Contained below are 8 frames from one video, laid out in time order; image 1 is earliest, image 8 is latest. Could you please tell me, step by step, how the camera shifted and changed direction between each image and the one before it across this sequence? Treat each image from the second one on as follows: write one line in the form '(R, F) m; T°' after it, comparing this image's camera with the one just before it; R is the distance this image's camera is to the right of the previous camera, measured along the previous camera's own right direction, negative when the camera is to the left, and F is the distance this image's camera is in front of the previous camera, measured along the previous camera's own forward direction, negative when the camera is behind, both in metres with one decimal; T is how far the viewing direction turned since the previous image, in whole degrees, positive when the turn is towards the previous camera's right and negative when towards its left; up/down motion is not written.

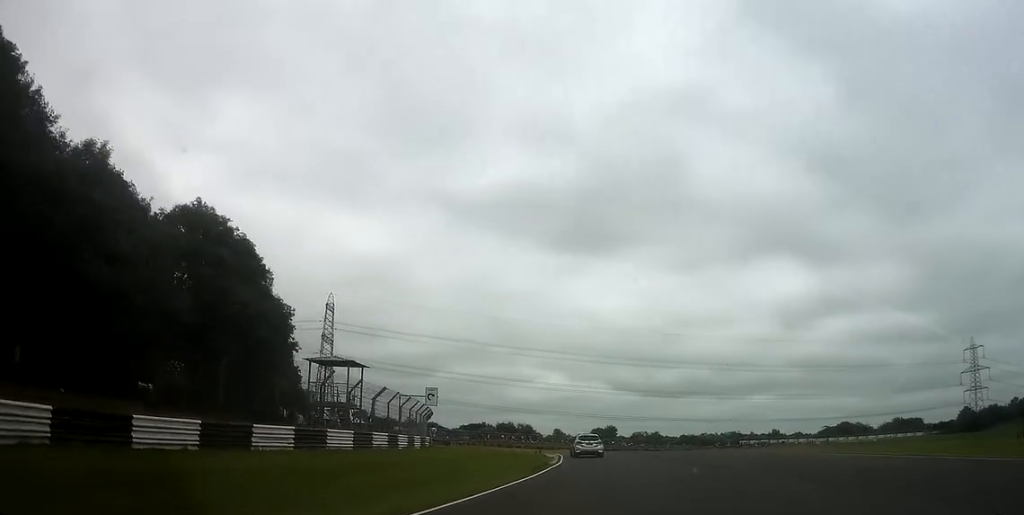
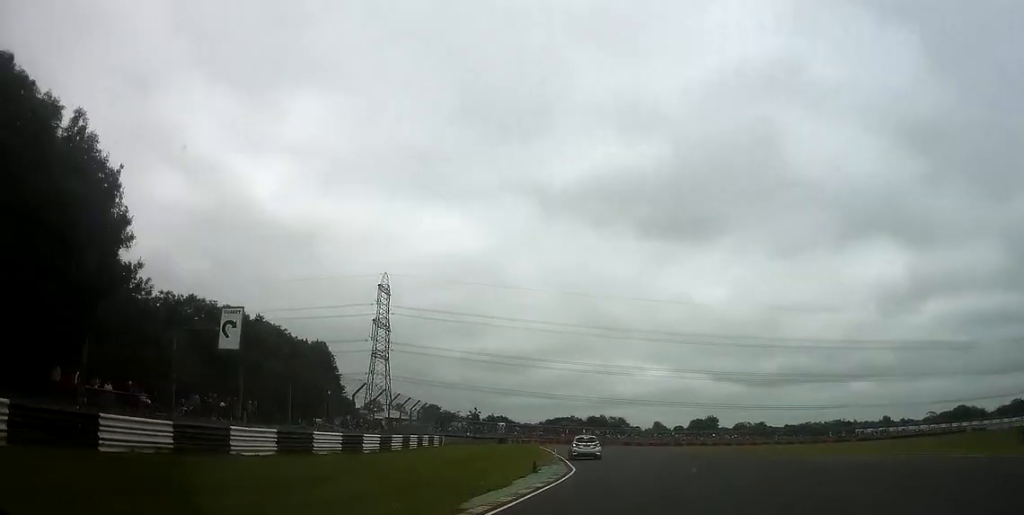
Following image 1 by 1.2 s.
(-1.1, +28.2) m; -7°
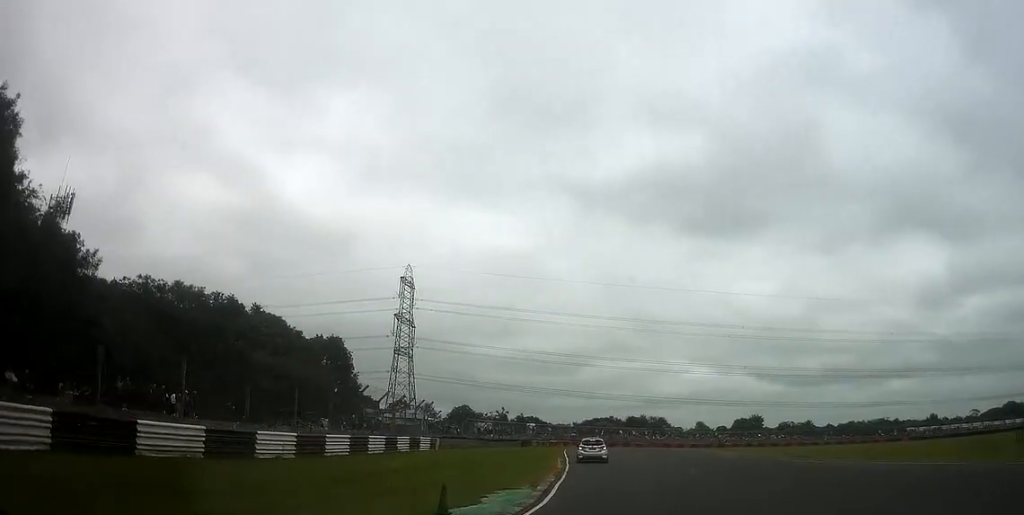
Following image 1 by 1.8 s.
(+0.4, +12.5) m; -5°
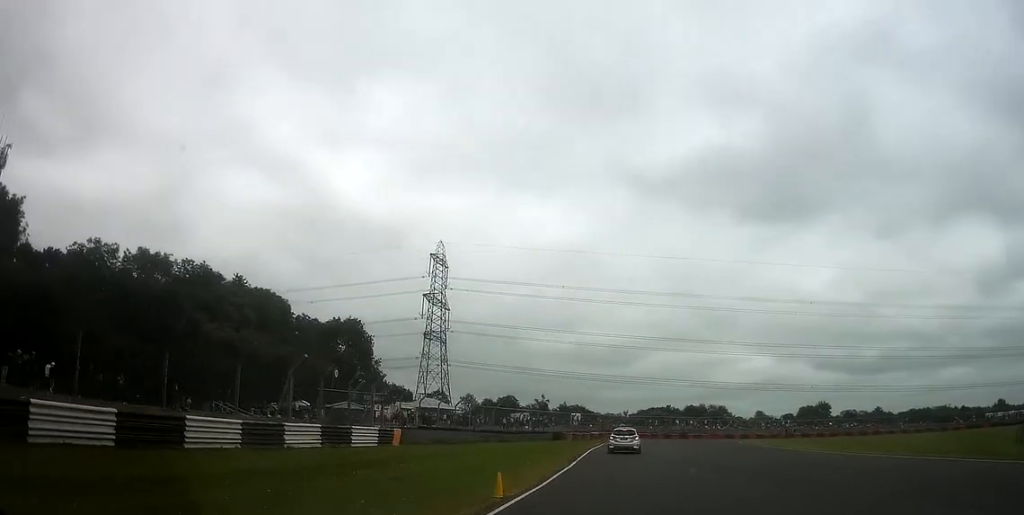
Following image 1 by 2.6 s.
(-2.3, +16.6) m; -5°
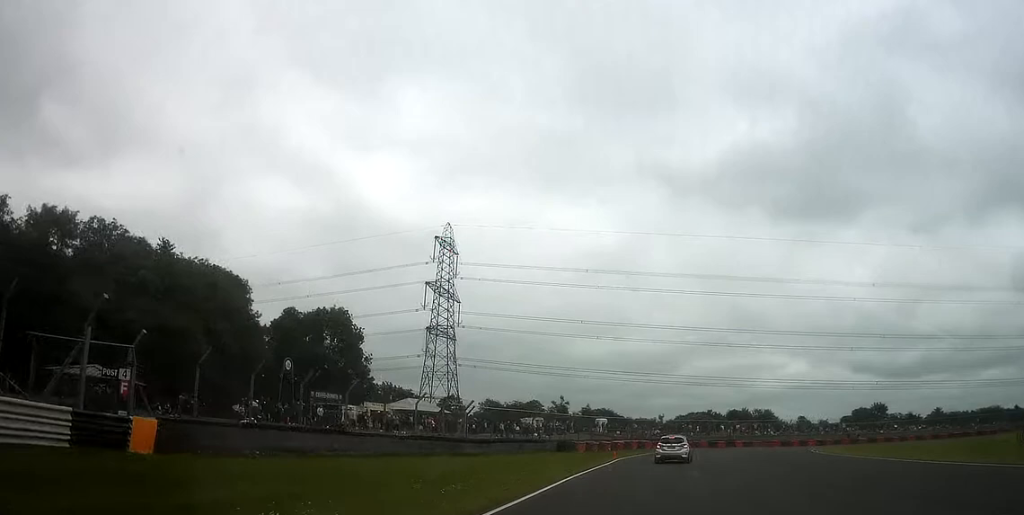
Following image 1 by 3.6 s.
(+0.3, +19.9) m; +3°
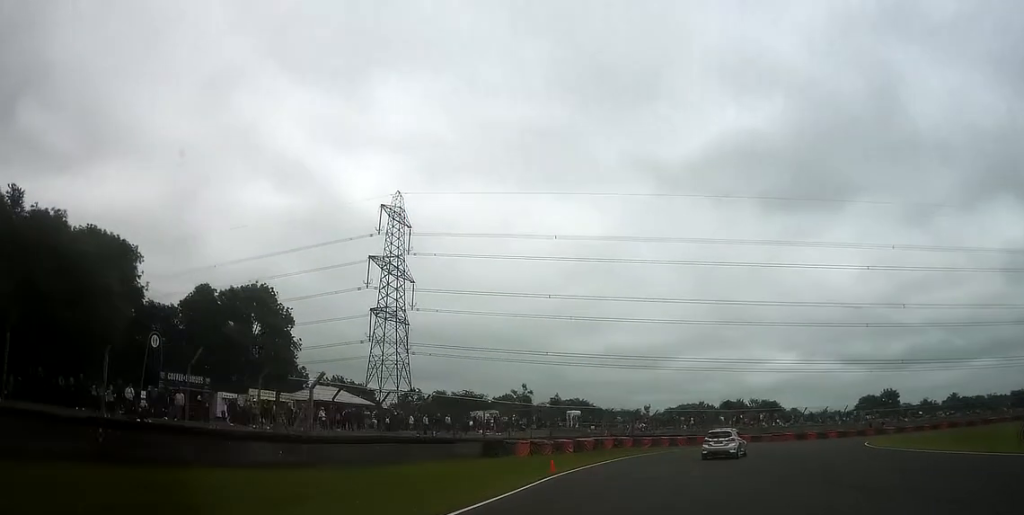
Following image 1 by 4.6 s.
(+0.9, +19.3) m; +10°
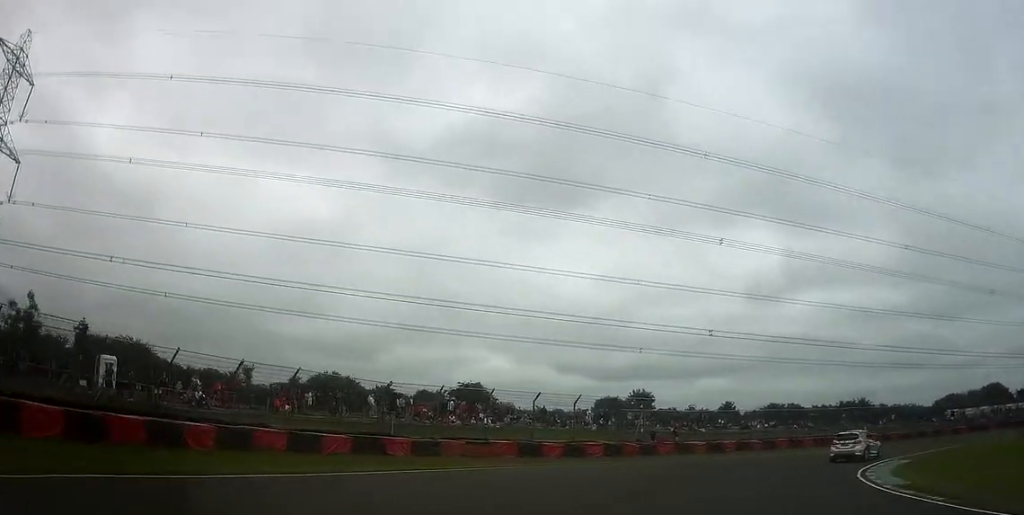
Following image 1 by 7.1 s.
(+9.0, +45.8) m; +17°
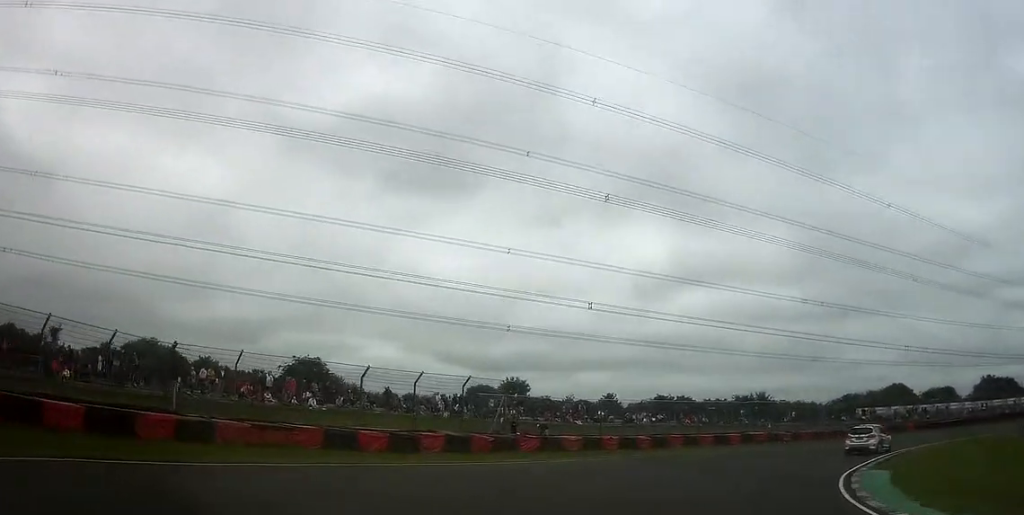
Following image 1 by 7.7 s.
(-0.4, +11.8) m; +5°
